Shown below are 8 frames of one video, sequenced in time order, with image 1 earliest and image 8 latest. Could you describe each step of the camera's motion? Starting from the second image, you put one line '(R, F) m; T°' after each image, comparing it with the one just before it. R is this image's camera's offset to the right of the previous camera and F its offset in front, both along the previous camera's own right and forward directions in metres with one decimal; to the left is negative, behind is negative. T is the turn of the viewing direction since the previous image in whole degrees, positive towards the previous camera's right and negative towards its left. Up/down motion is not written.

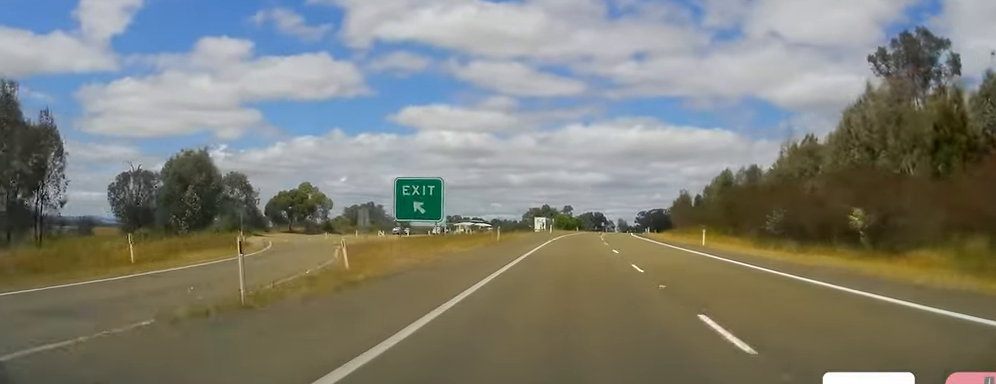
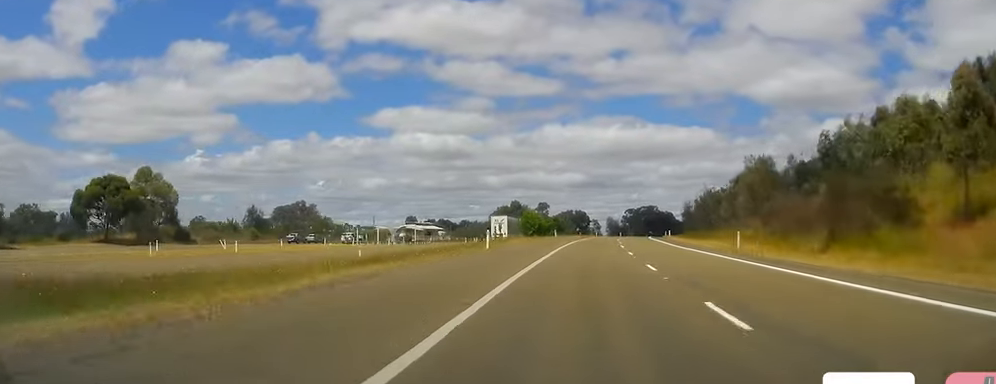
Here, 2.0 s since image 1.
(0.0, +58.9) m; 0°
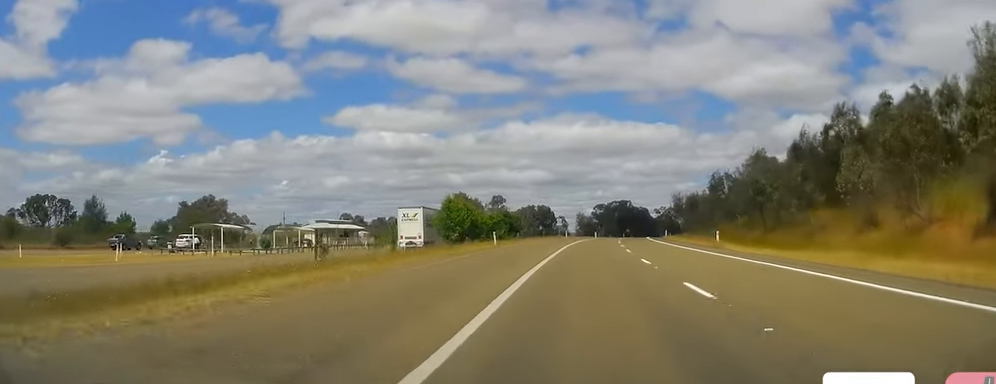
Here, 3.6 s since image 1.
(+0.1, +44.5) m; +2°
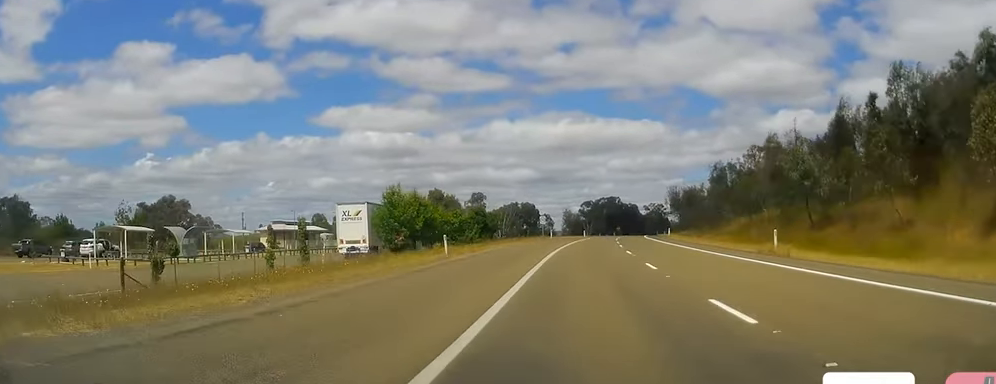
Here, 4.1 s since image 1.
(+0.1, +15.5) m; +2°
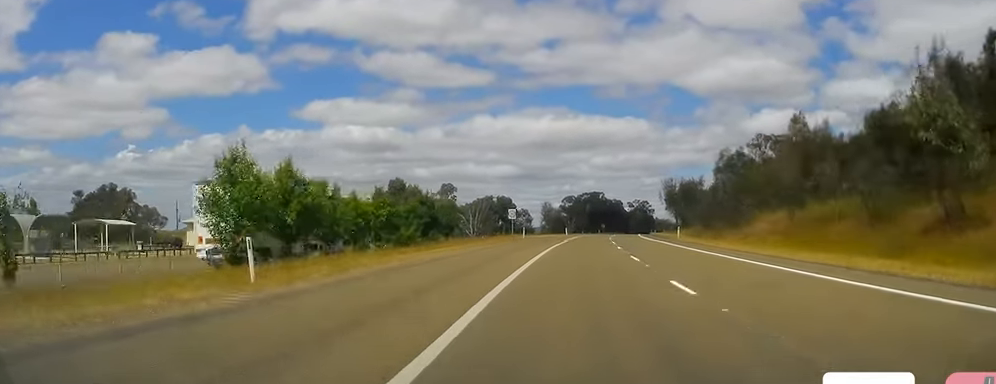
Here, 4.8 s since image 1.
(+0.5, +20.4) m; +2°
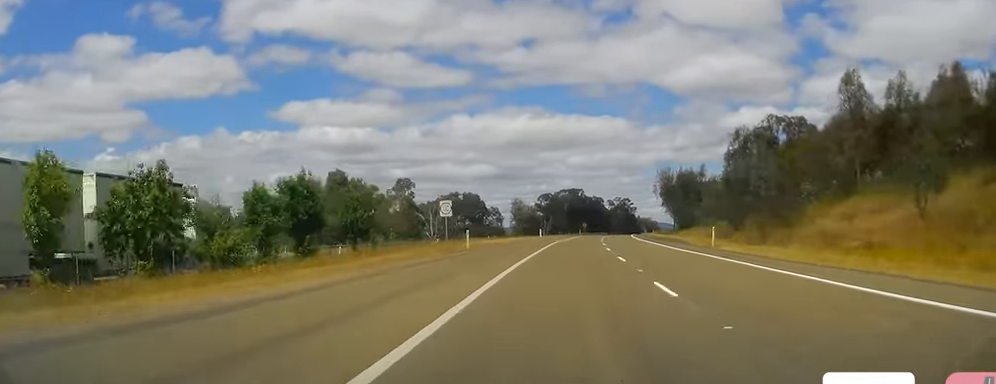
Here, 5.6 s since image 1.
(+0.5, +24.4) m; +2°
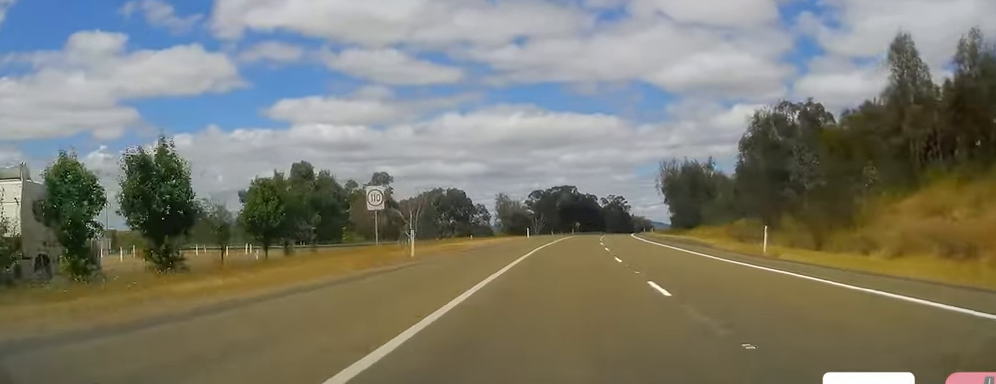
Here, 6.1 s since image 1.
(+0.1, +12.7) m; 0°
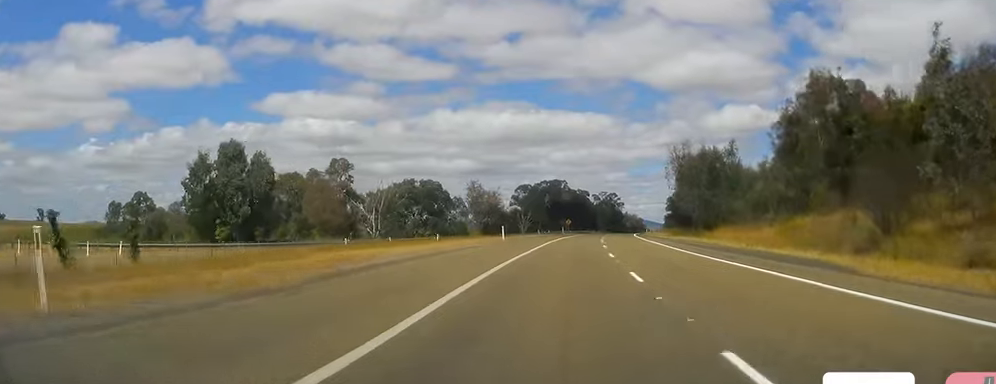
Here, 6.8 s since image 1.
(+0.1, +20.4) m; +1°
